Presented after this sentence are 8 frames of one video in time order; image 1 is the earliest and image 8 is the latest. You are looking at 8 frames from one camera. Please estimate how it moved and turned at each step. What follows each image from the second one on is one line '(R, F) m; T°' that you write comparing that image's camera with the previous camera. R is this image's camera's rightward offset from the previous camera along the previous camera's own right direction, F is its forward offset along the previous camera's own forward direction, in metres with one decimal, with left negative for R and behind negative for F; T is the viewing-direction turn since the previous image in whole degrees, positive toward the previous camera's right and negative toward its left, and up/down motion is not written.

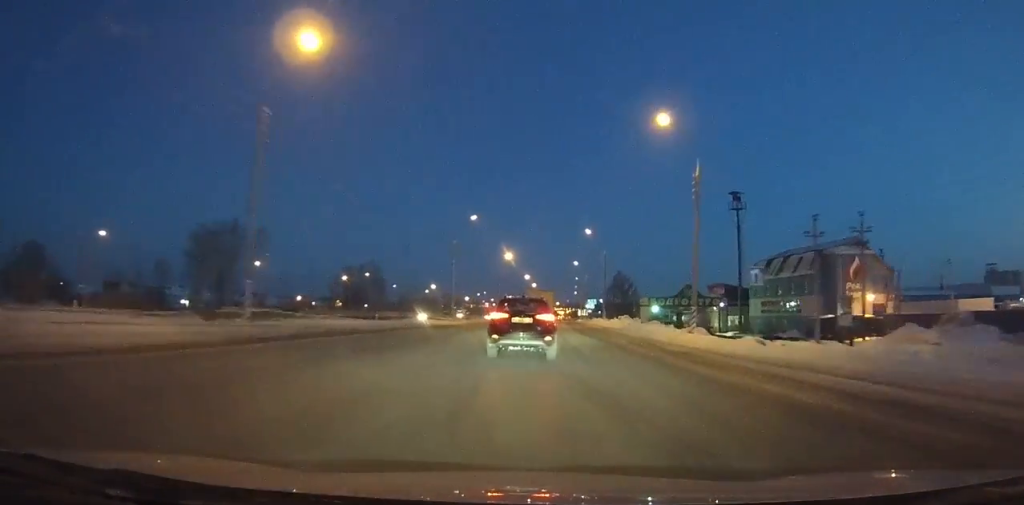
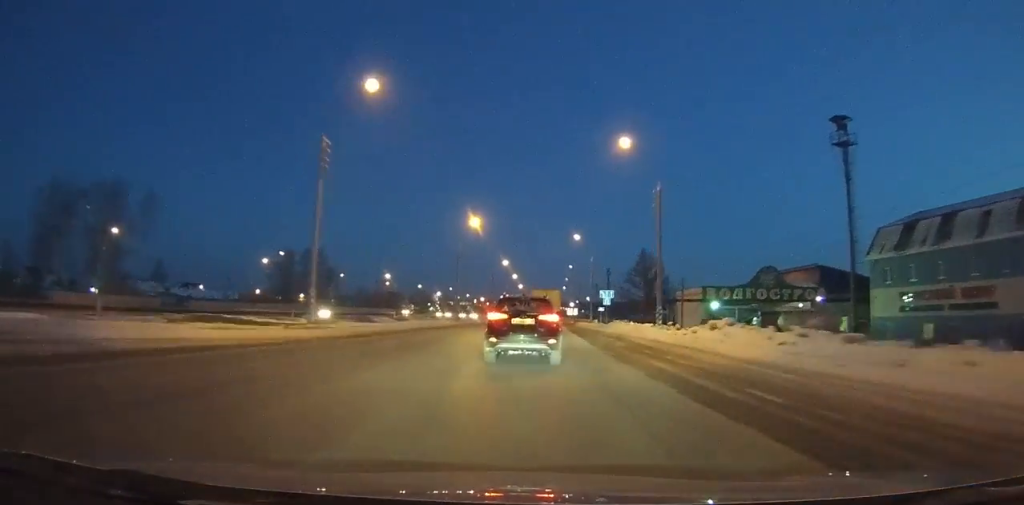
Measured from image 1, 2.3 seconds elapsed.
(+1.1, +39.6) m; +2°
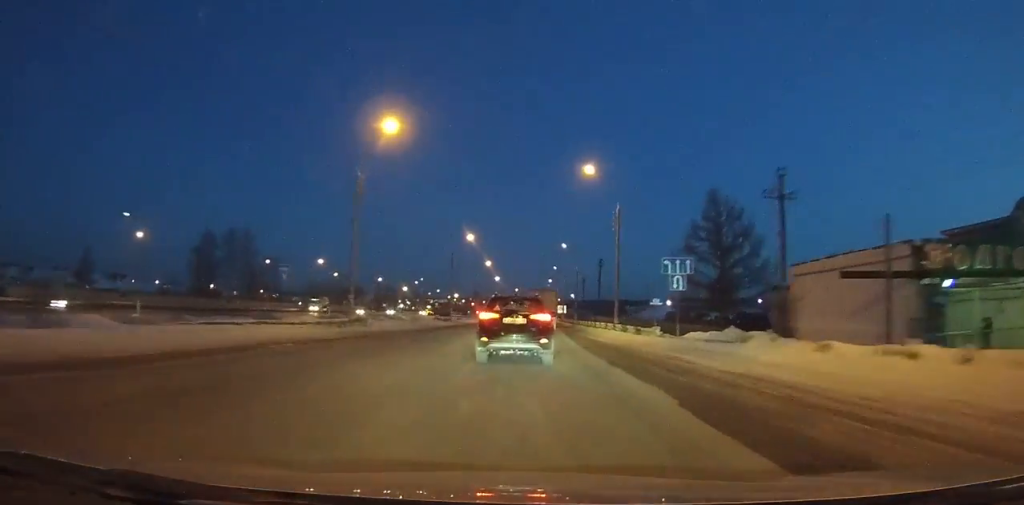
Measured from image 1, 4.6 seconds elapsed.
(+0.7, +40.0) m; +2°
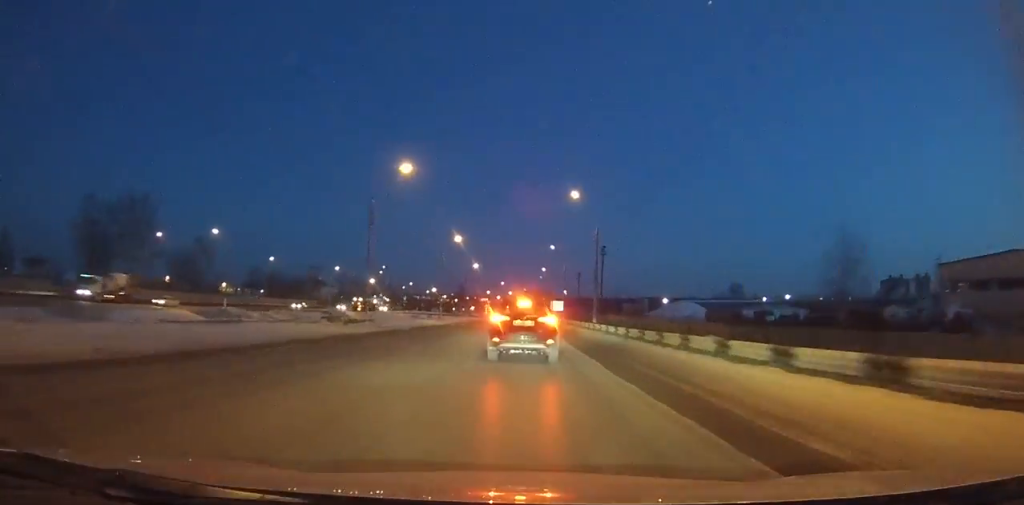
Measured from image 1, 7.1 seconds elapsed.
(+0.5, +43.1) m; +1°
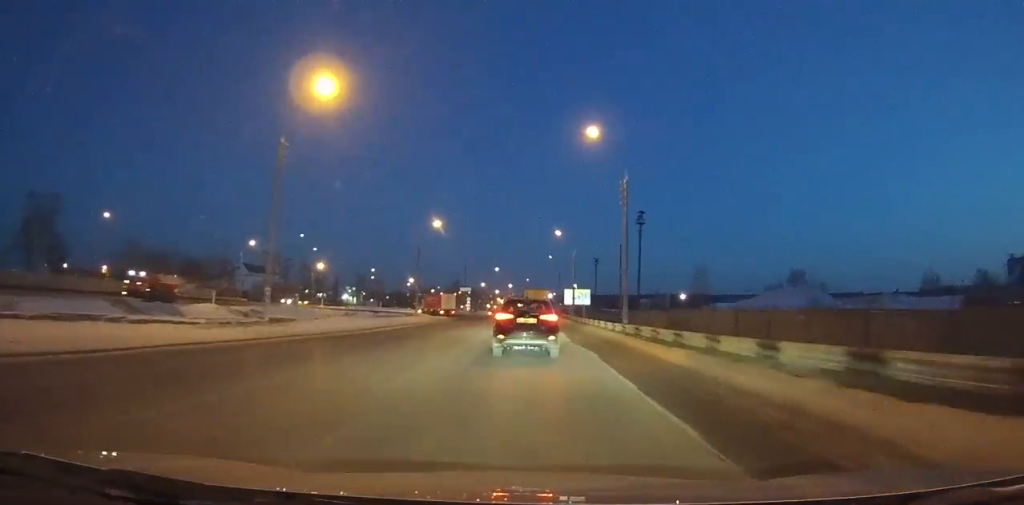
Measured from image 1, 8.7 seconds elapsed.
(0.0, +26.0) m; 0°
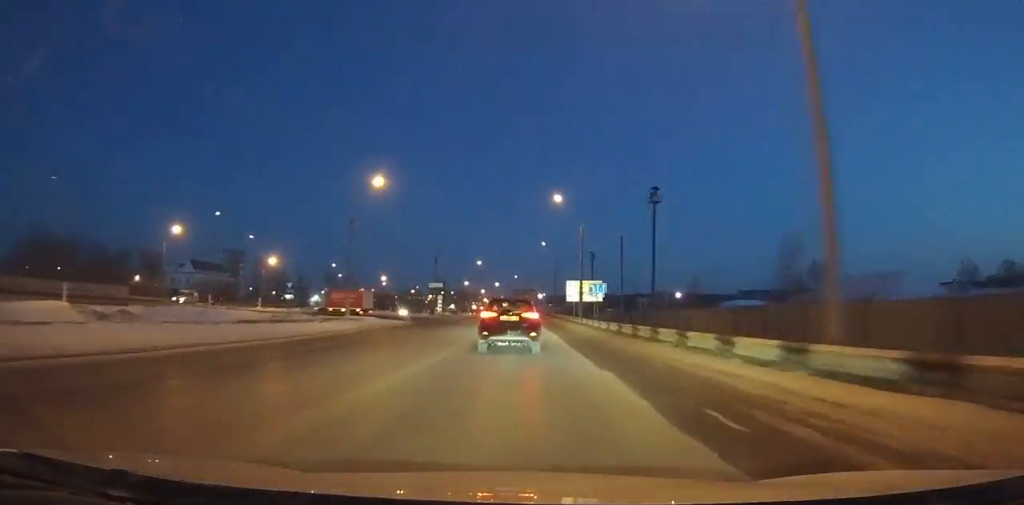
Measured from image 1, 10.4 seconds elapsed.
(0.0, +26.8) m; 0°
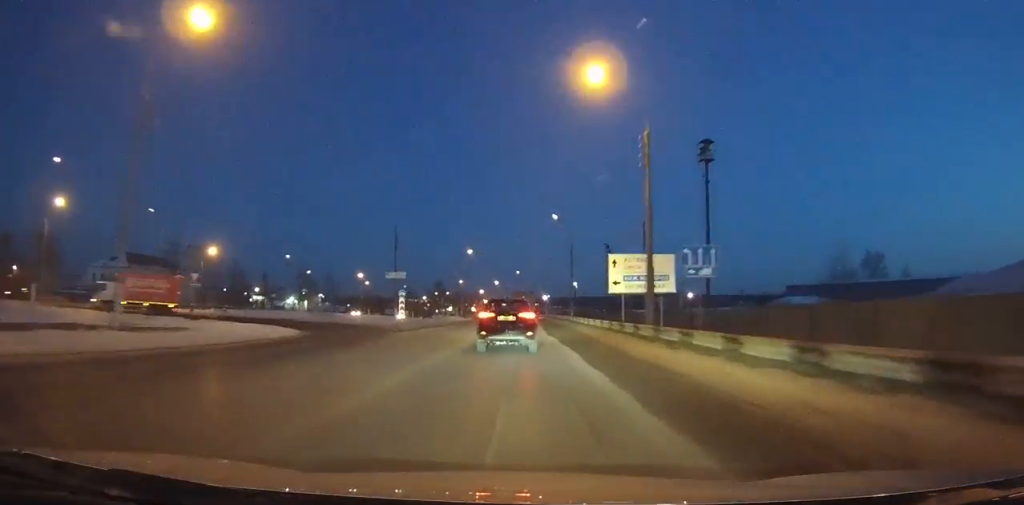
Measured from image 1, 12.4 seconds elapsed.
(+0.1, +30.3) m; 0°
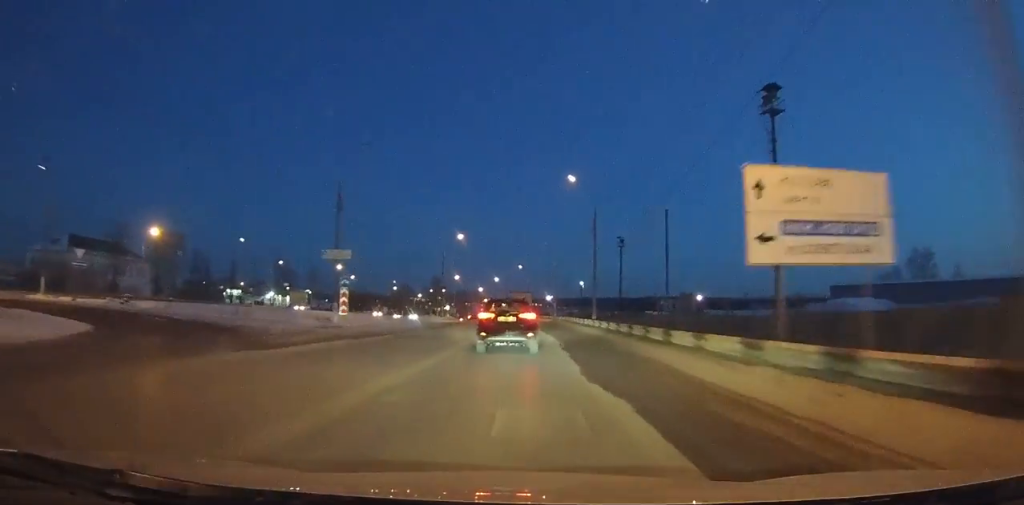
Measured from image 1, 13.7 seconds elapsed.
(-0.2, +19.2) m; -1°
